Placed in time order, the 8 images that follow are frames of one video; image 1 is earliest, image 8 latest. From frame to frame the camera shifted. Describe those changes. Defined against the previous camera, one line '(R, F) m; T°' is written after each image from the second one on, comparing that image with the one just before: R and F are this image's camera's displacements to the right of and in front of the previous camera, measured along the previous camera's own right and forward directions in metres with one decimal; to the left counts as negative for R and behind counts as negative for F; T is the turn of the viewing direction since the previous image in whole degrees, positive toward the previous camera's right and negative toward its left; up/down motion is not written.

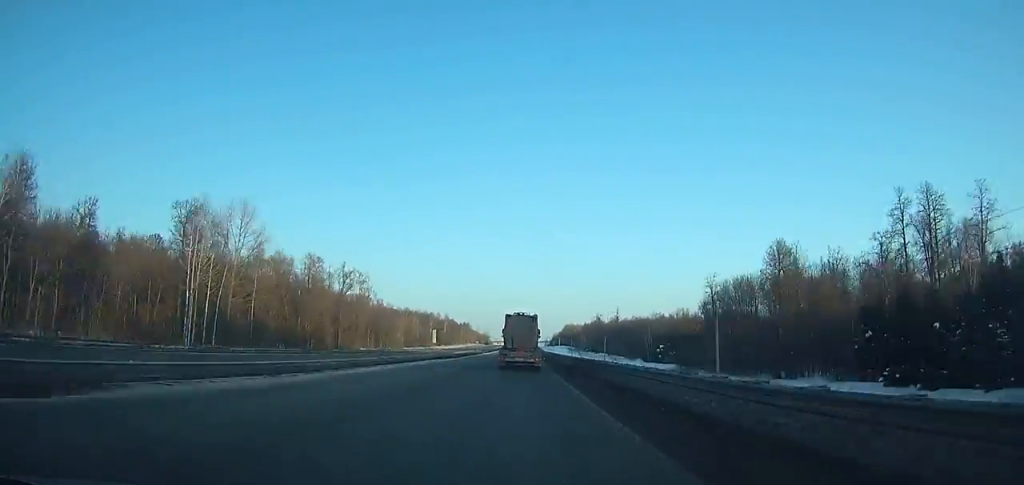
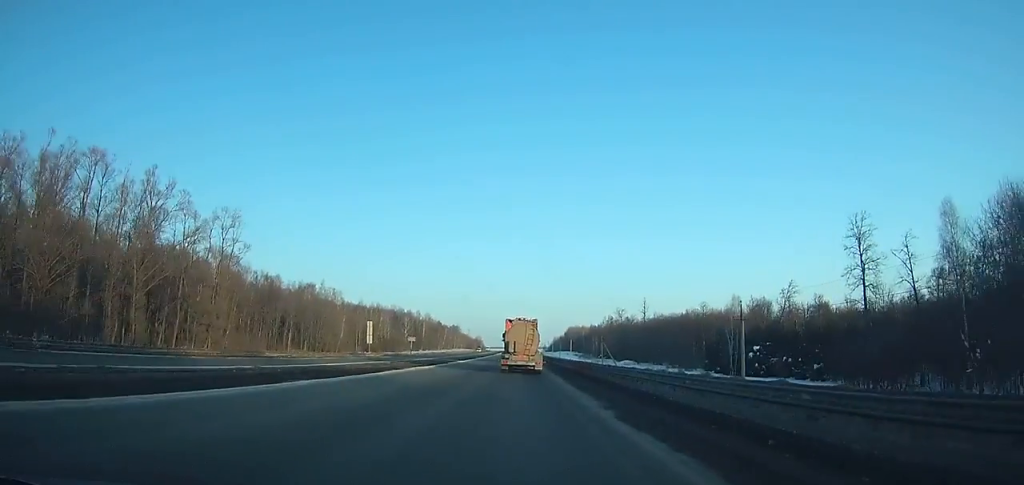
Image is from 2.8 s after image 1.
(0.0, +71.8) m; 0°
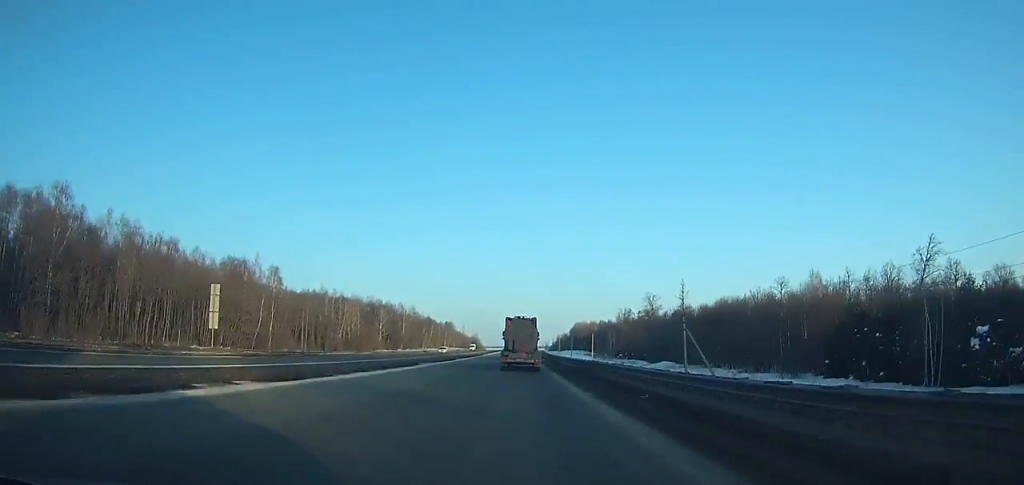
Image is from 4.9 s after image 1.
(+0.1, +53.7) m; 0°
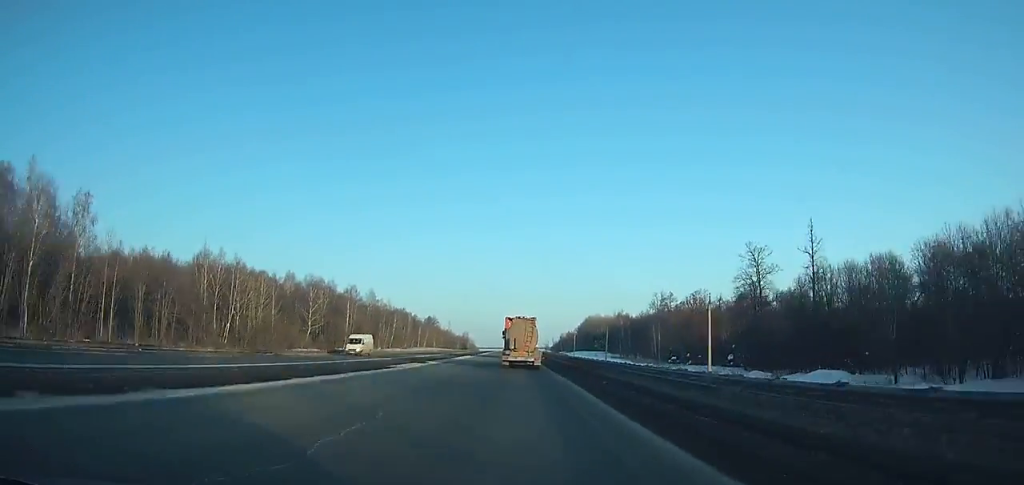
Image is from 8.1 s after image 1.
(+0.1, +81.0) m; 0°
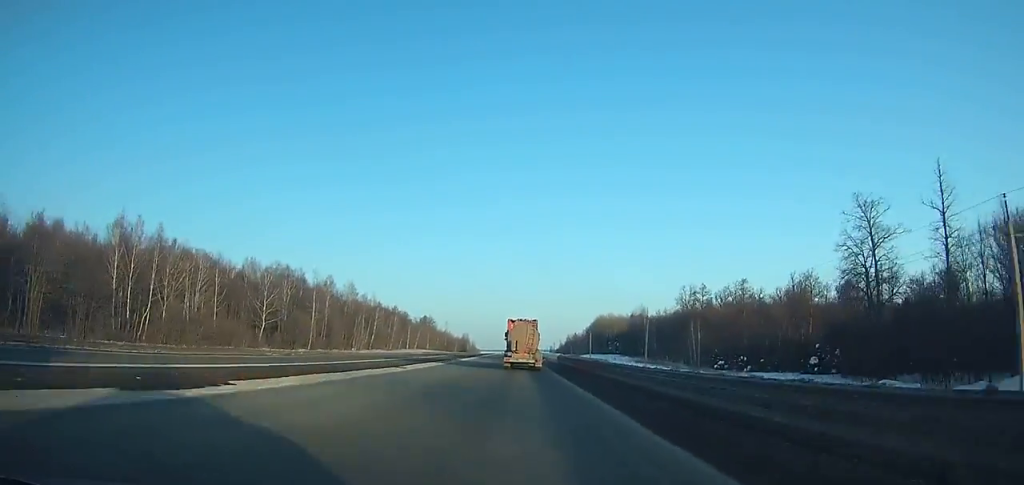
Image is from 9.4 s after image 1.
(-0.1, +32.5) m; 0°
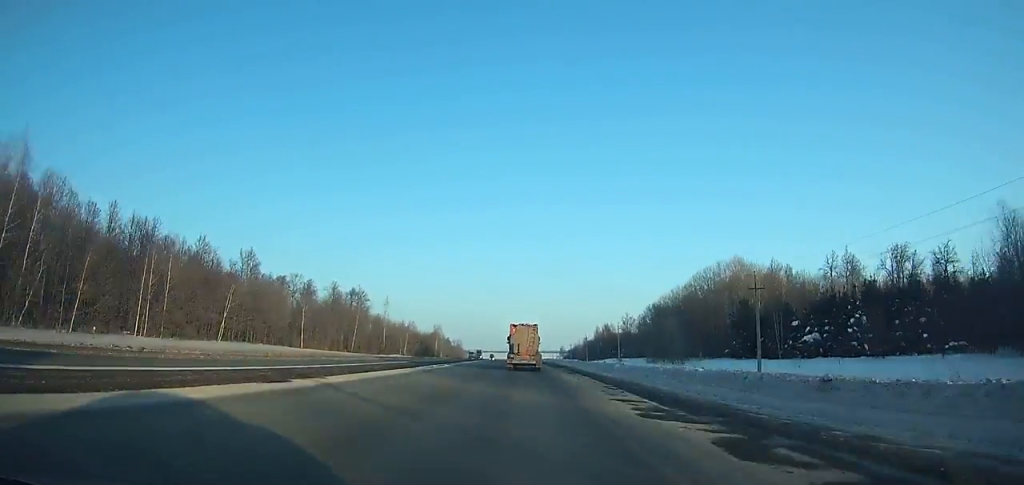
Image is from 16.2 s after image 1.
(-0.2, +167.0) m; 0°
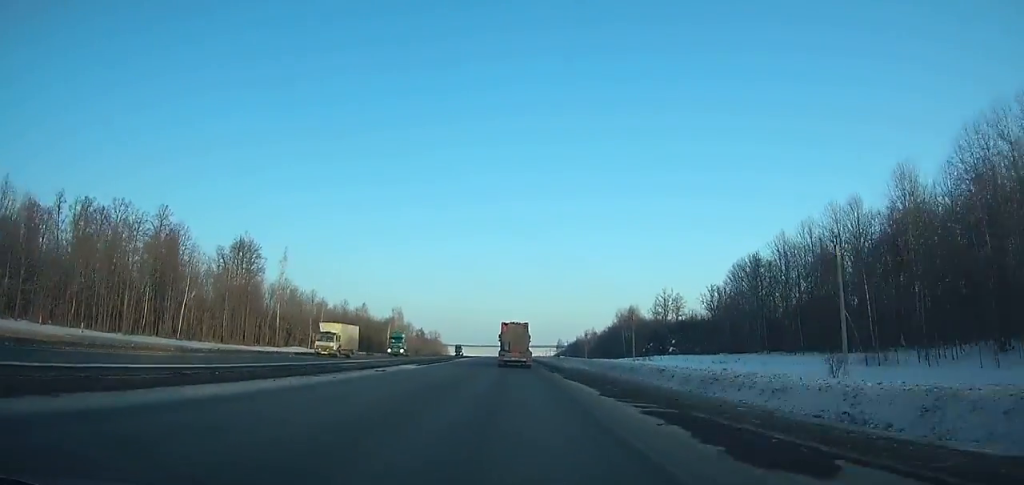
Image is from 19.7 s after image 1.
(+0.4, +84.4) m; 0°
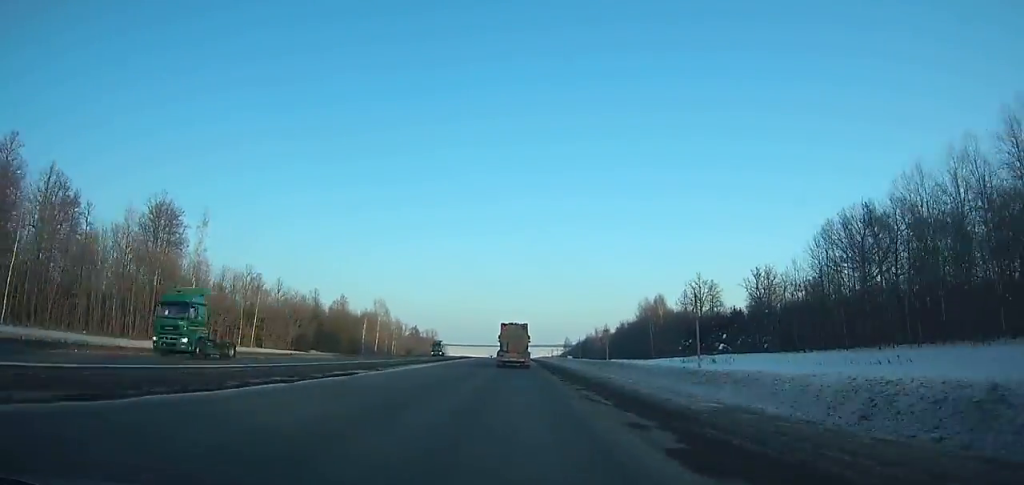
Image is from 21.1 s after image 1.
(0.0, +33.7) m; 0°
